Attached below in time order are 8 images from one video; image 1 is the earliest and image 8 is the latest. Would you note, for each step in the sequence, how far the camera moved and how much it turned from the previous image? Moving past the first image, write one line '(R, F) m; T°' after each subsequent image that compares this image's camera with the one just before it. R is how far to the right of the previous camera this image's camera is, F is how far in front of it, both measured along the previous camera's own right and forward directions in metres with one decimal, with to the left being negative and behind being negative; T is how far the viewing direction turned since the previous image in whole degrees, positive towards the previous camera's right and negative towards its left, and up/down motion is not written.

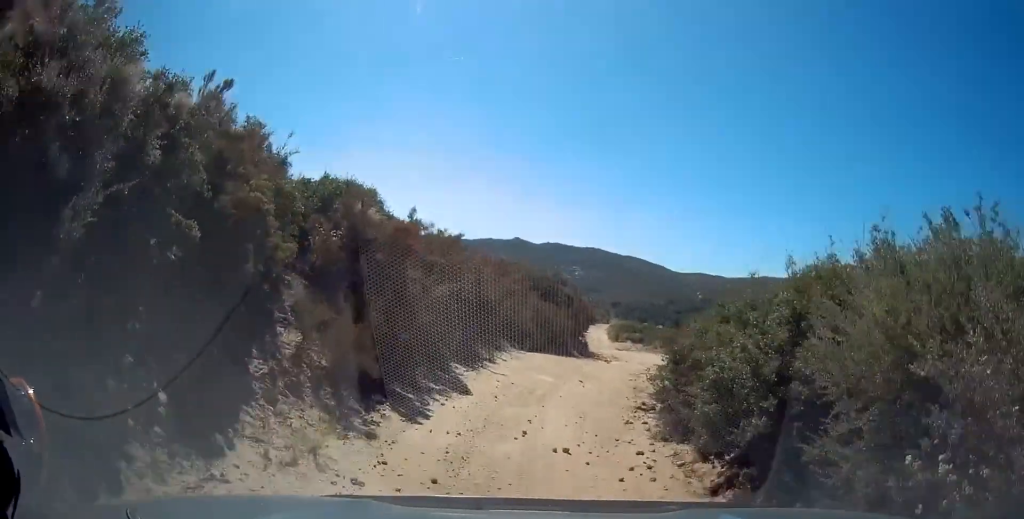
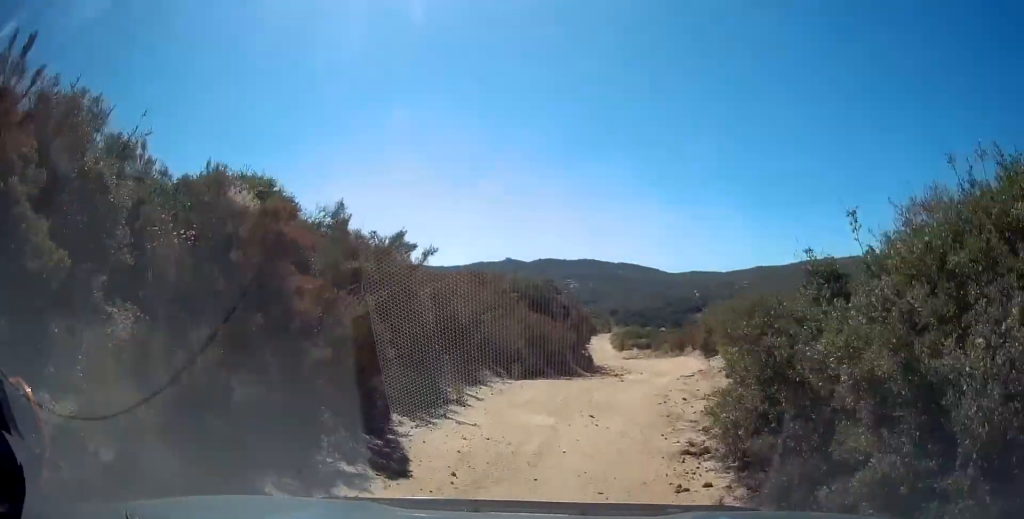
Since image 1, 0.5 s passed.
(+0.1, +4.2) m; 0°
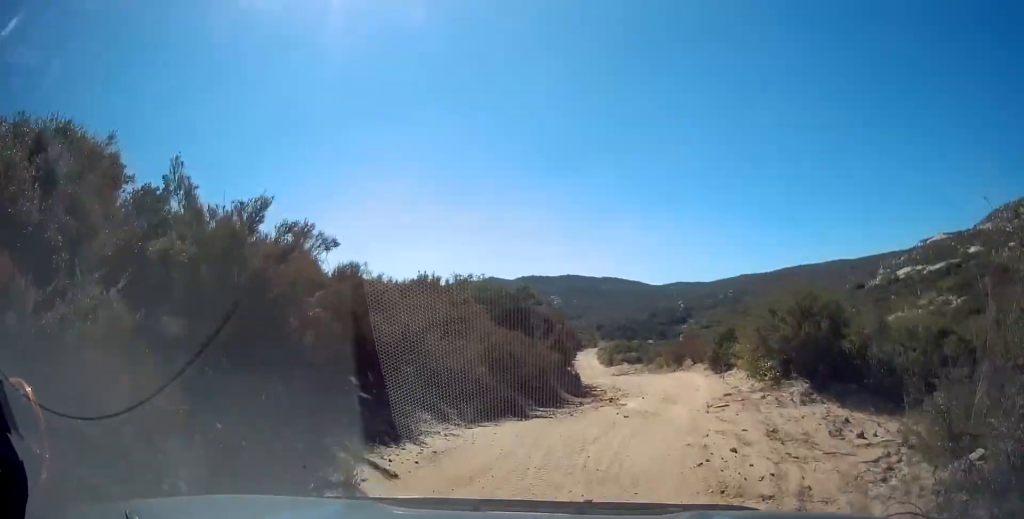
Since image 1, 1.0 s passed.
(0.0, +4.5) m; +1°
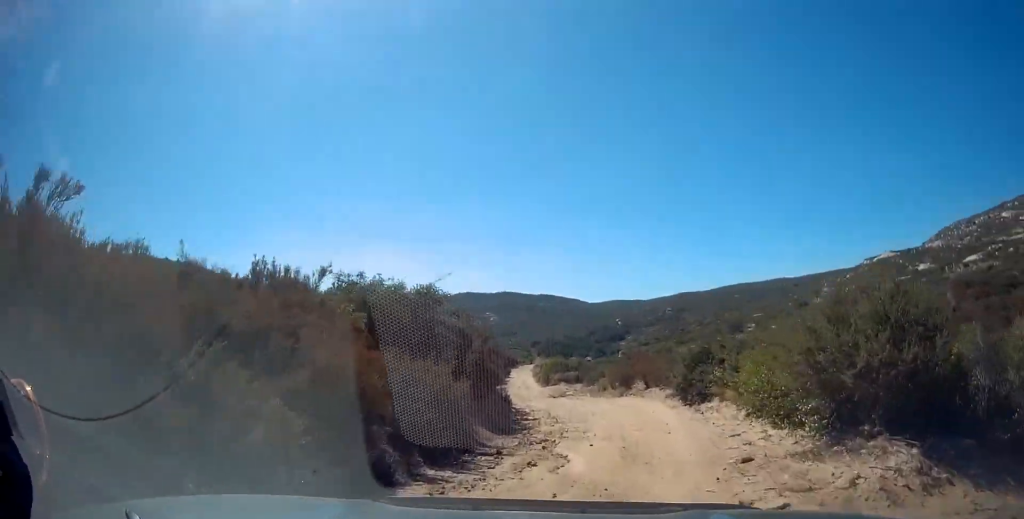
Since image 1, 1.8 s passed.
(-0.2, +6.1) m; +3°
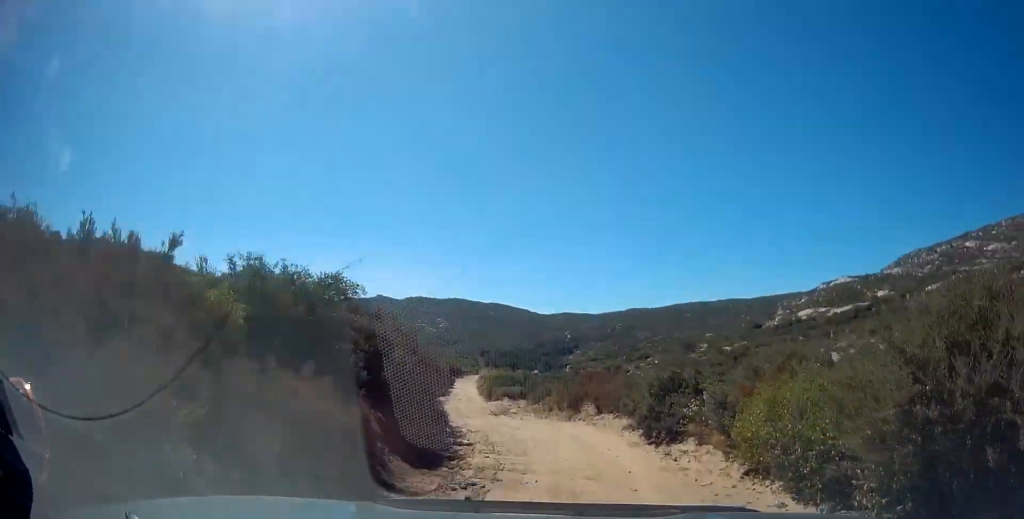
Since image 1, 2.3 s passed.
(+0.3, +3.7) m; +2°
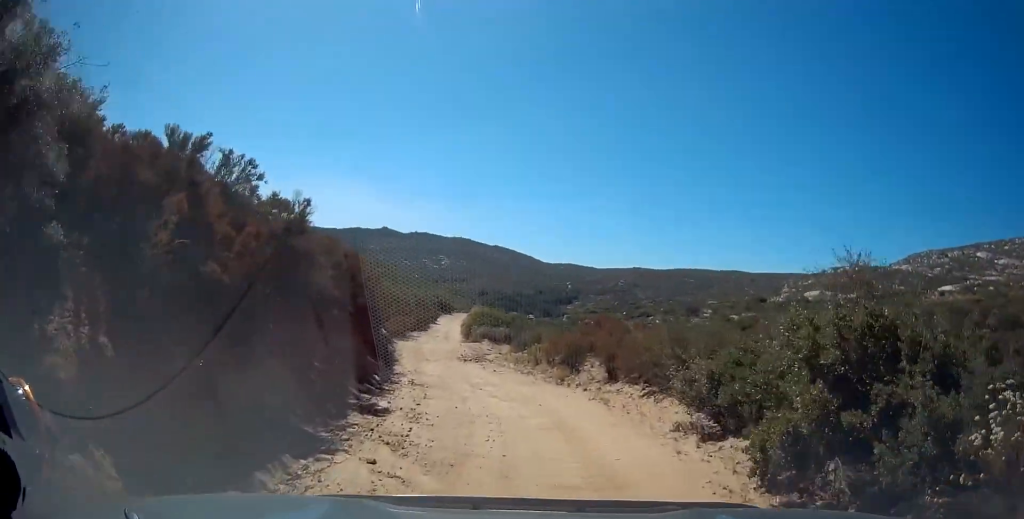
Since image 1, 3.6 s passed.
(+0.4, +9.9) m; +1°
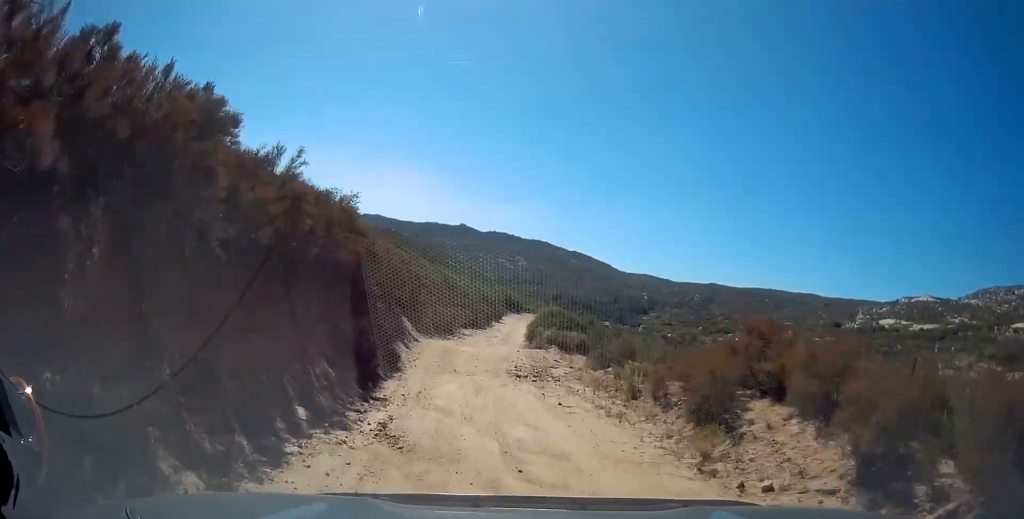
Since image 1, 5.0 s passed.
(-0.3, +10.0) m; -7°
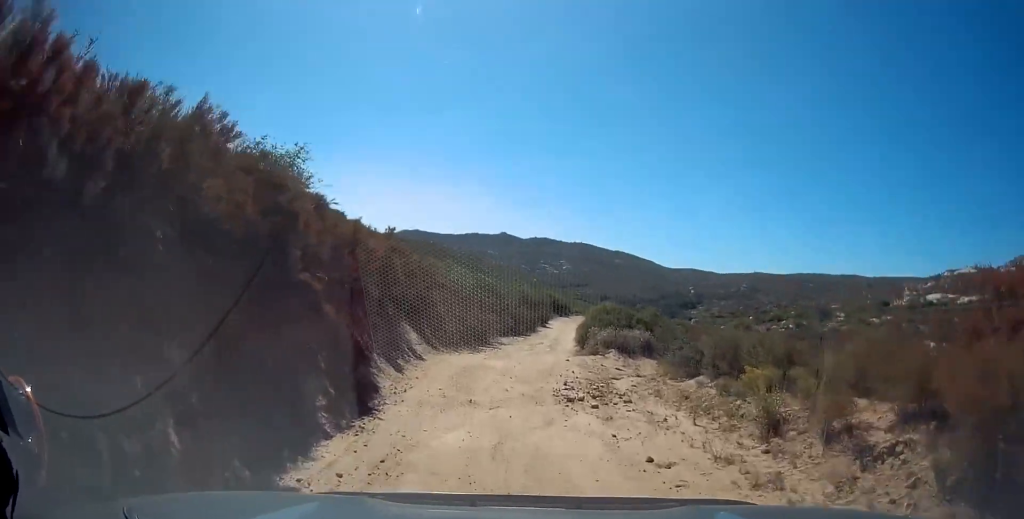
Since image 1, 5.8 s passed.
(-0.5, +6.5) m; -5°
